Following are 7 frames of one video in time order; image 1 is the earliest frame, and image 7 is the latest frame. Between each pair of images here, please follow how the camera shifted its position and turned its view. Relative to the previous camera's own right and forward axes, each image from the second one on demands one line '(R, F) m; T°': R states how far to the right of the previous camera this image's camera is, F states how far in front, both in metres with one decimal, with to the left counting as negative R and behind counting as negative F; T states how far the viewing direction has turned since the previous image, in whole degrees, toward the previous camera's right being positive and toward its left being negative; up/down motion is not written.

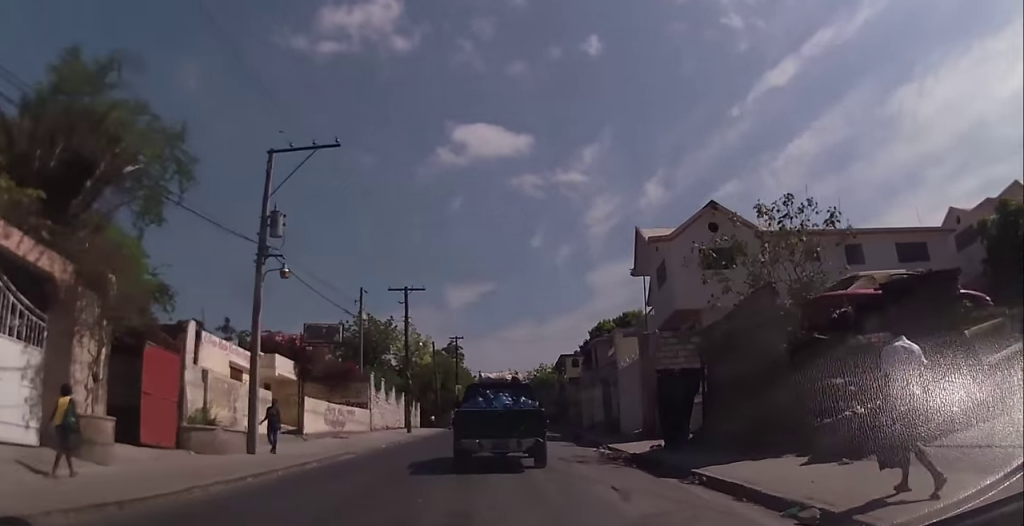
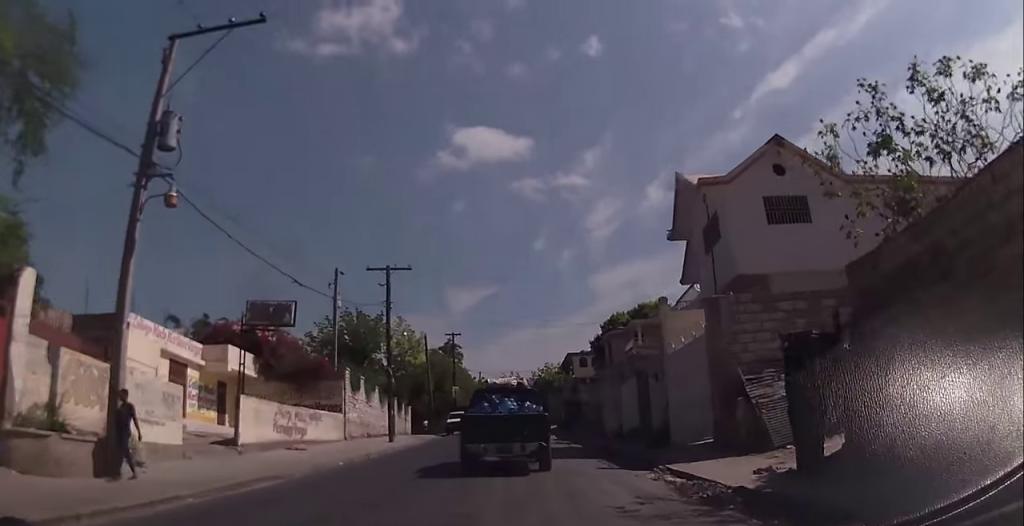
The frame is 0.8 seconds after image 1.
(0.0, +7.4) m; -1°
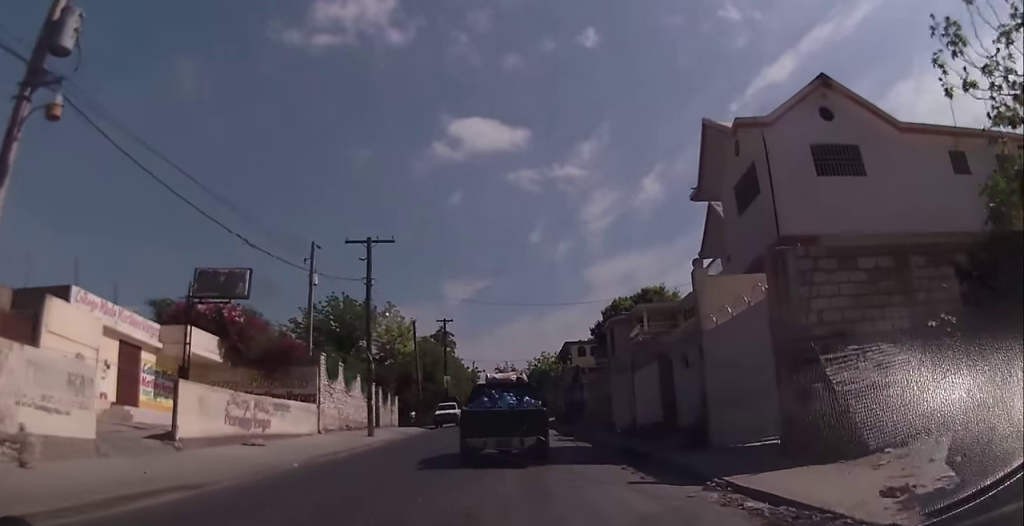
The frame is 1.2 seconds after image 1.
(-0.3, +4.0) m; +1°
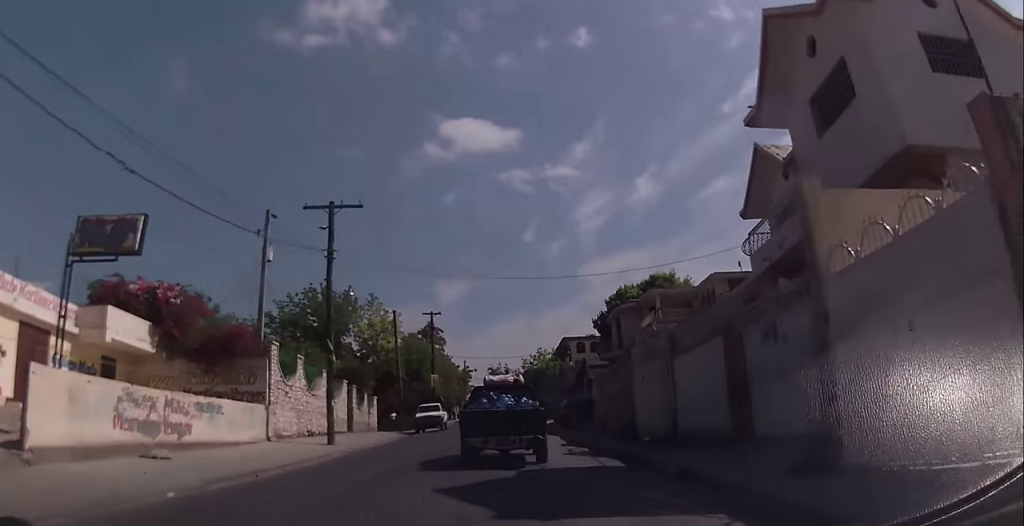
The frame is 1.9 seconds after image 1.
(+0.1, +6.1) m; +1°
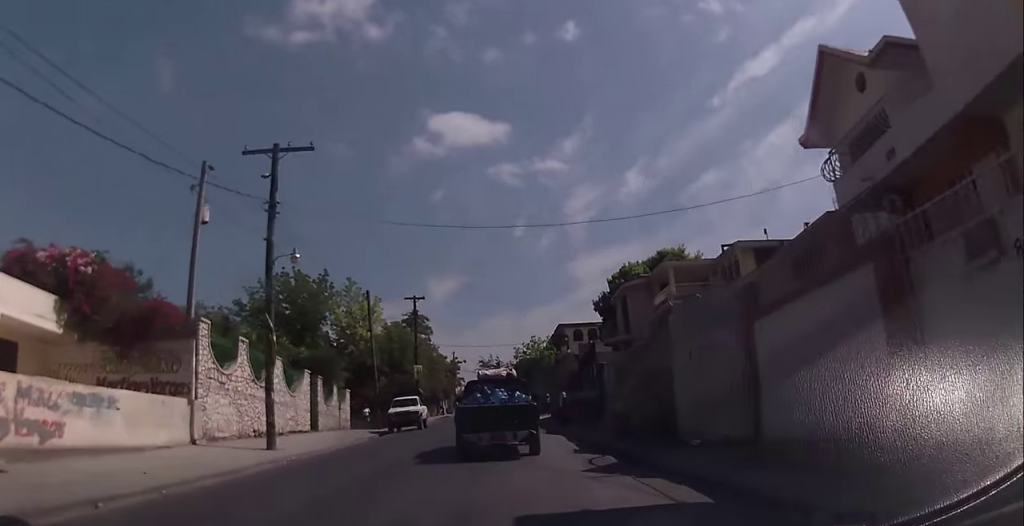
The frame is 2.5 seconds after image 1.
(+0.7, +5.8) m; 0°
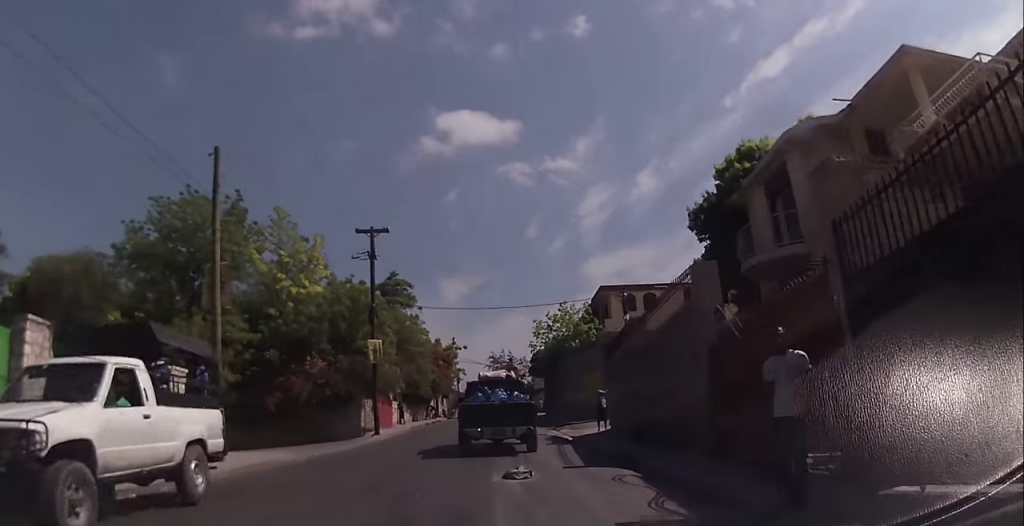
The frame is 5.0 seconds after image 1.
(-1.0, +22.6) m; 0°
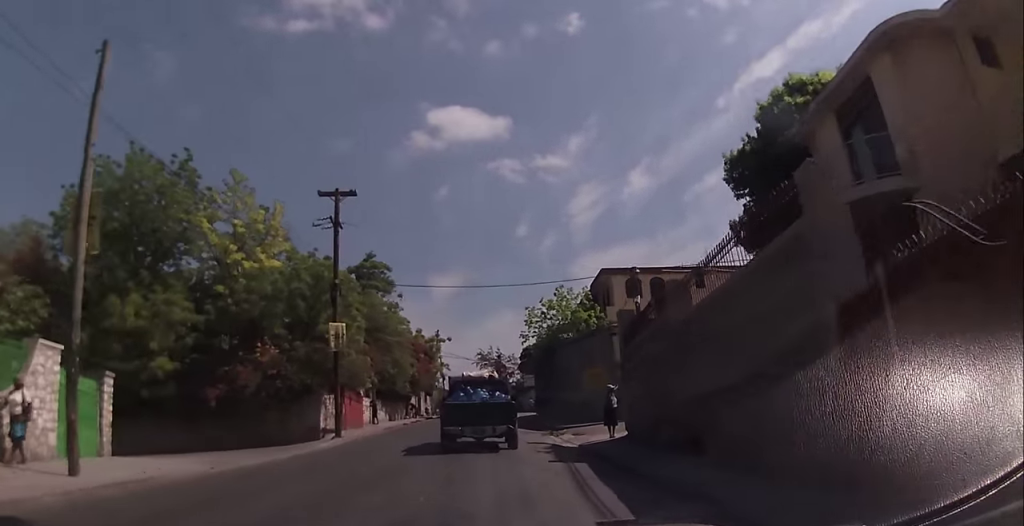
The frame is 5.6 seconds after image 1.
(-0.1, +5.6) m; 0°
